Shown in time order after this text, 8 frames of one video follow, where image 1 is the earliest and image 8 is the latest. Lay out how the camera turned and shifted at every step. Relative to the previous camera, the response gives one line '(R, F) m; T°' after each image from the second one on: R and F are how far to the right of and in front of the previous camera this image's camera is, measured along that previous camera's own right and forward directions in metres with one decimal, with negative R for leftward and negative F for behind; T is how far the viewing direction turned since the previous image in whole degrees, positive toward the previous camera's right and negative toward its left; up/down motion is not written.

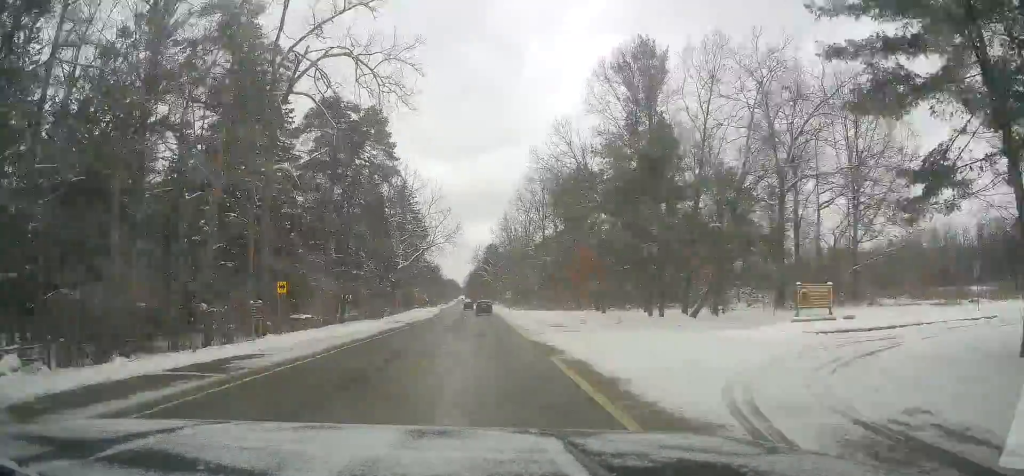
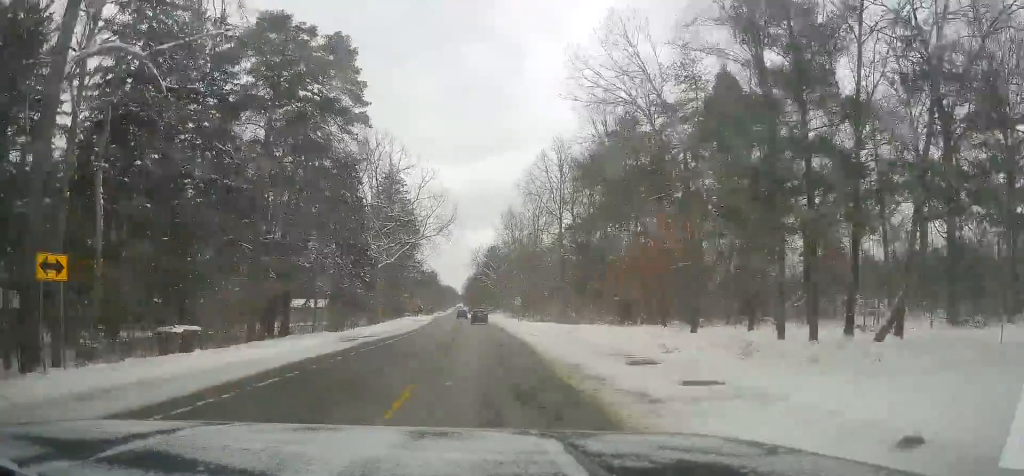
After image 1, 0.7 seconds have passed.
(0.0, +18.4) m; 0°
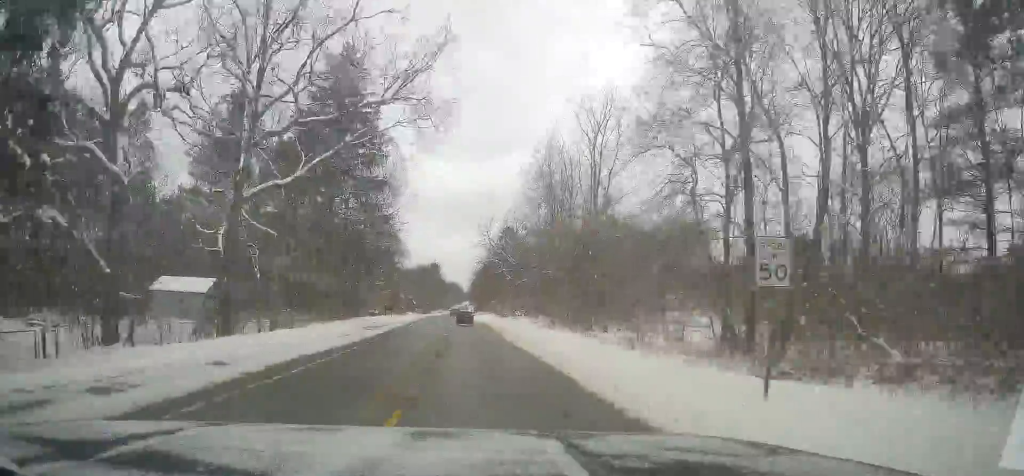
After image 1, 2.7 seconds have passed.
(-0.5, +48.2) m; -2°
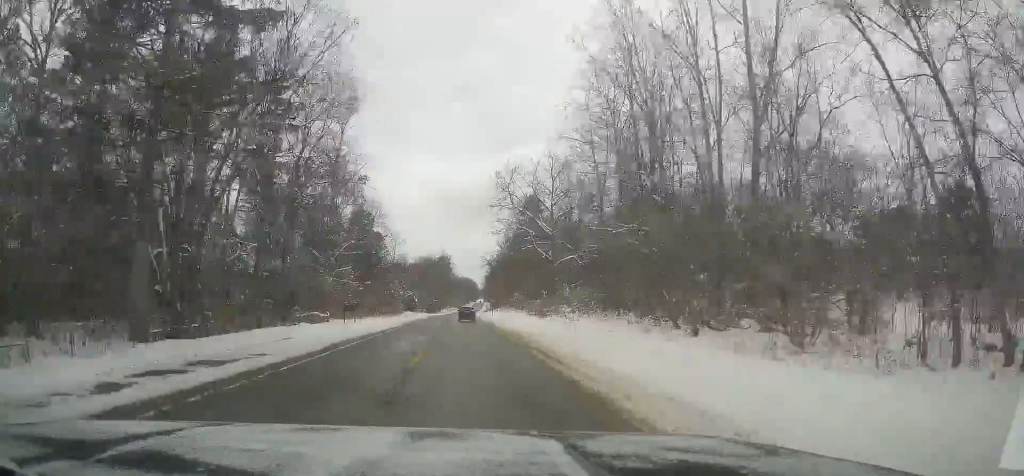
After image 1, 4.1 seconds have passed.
(-0.8, +34.6) m; -1°
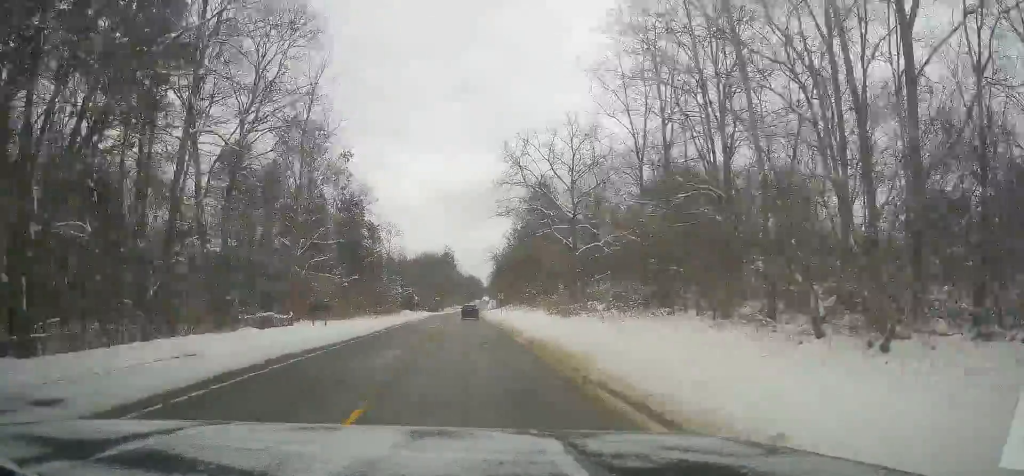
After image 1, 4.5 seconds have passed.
(0.0, +11.4) m; 0°
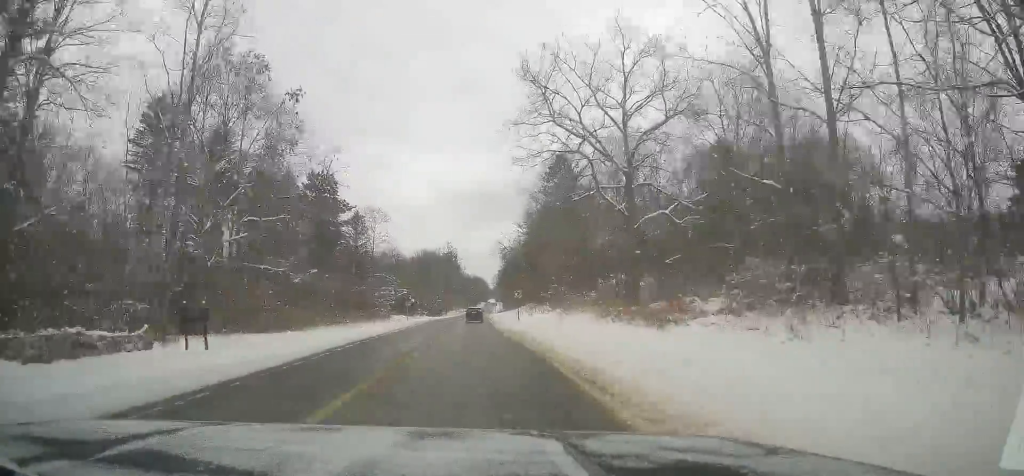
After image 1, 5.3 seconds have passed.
(+0.3, +18.7) m; 0°
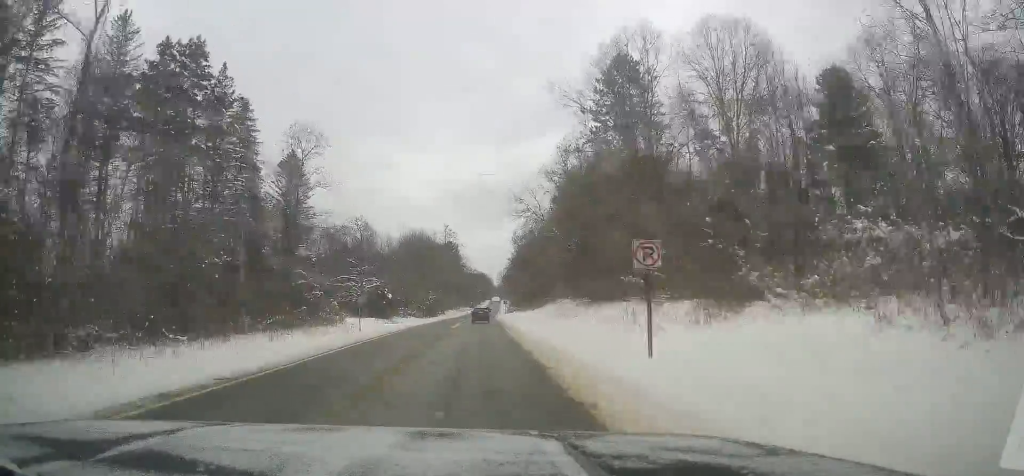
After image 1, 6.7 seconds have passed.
(-0.6, +34.1) m; -1°
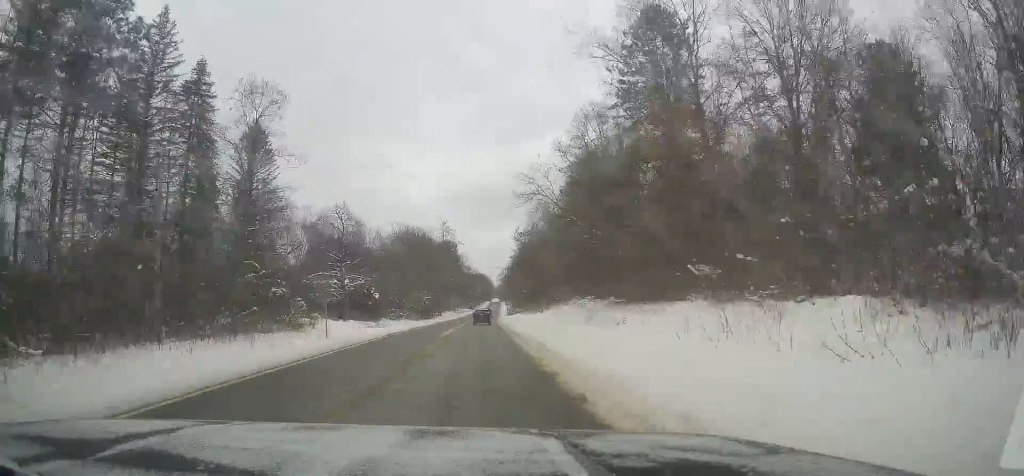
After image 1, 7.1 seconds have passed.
(+0.1, +9.8) m; 0°
